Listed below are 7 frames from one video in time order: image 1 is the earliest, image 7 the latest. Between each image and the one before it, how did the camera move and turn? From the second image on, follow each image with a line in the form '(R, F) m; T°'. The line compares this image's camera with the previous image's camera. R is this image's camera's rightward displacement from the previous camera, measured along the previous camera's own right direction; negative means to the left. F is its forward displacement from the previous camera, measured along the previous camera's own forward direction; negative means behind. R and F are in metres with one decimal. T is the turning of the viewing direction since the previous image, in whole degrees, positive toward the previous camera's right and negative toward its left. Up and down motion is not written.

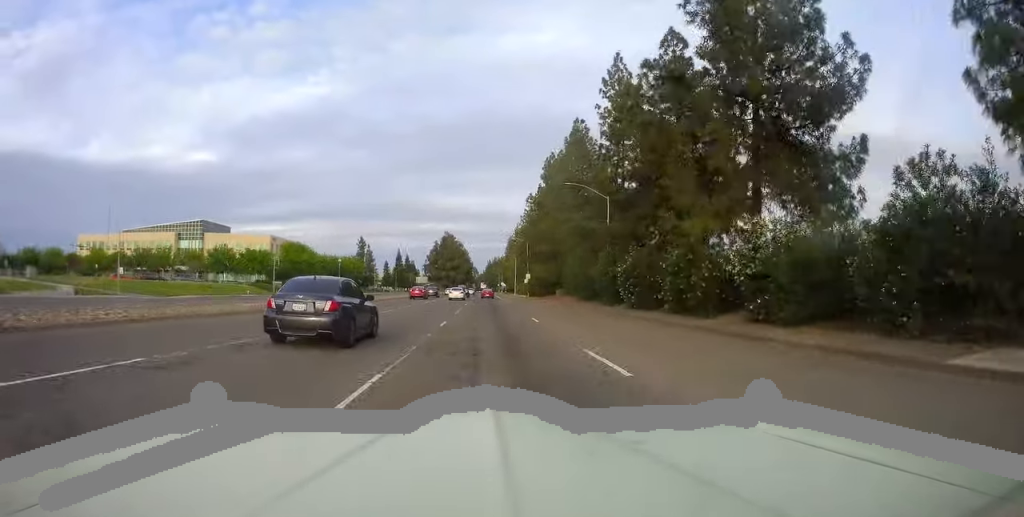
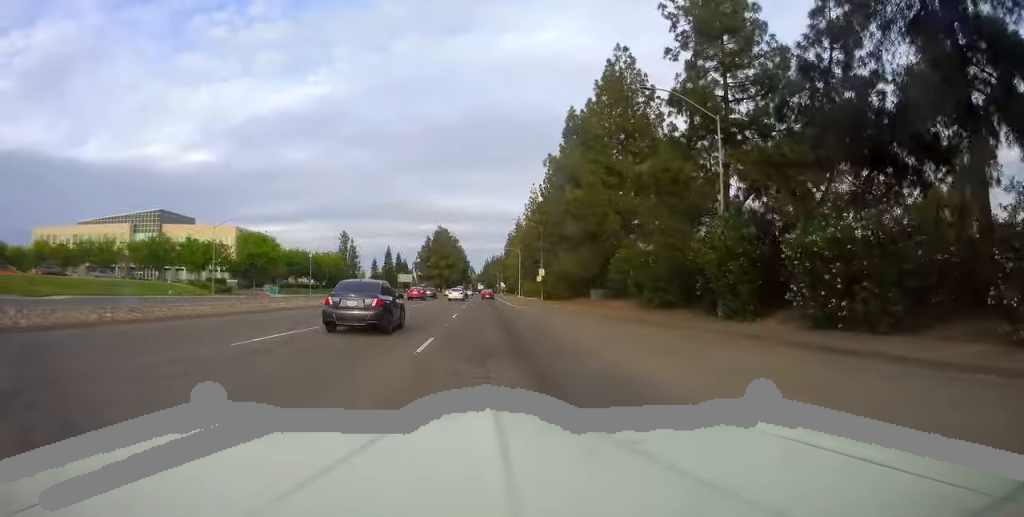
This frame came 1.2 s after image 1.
(-0.5, +22.9) m; -2°
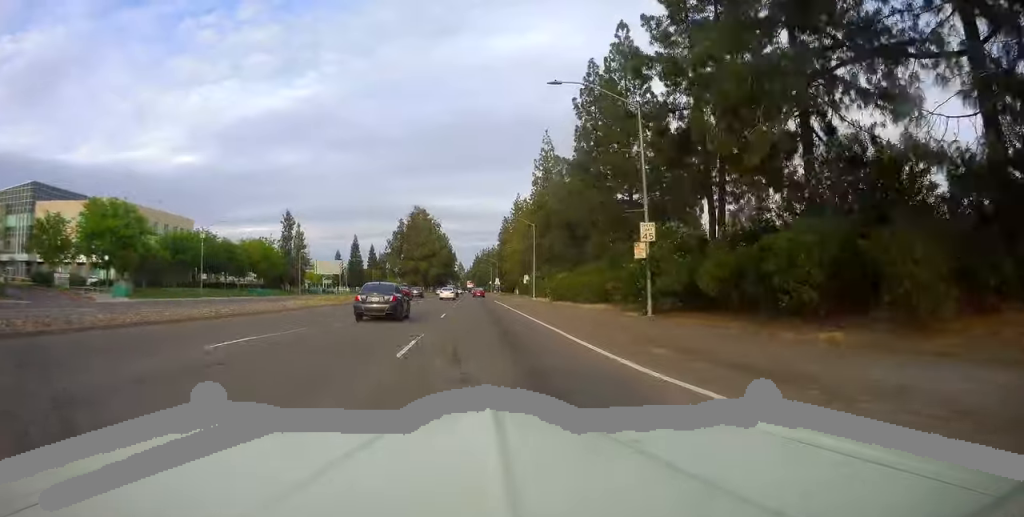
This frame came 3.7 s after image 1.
(+1.0, +45.9) m; +1°
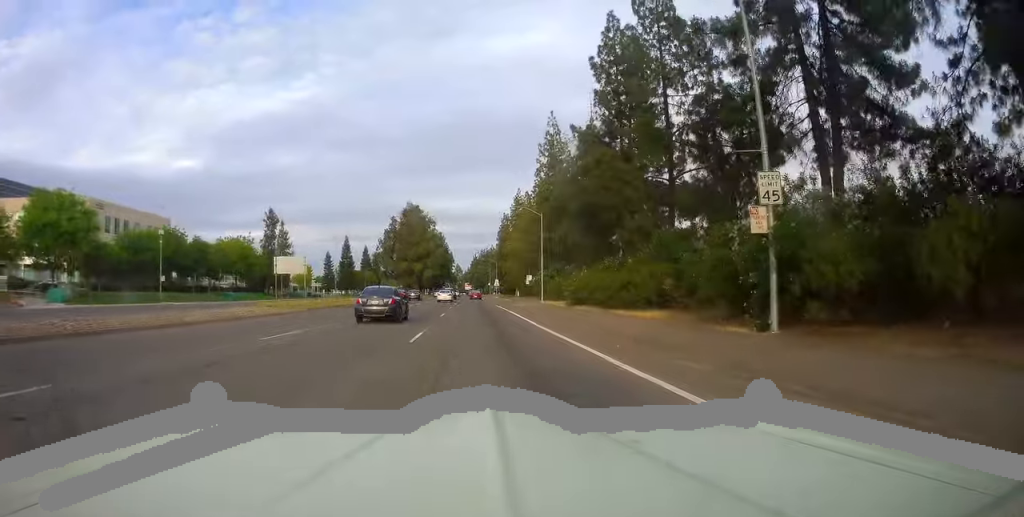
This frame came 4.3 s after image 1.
(-0.2, +10.5) m; 0°
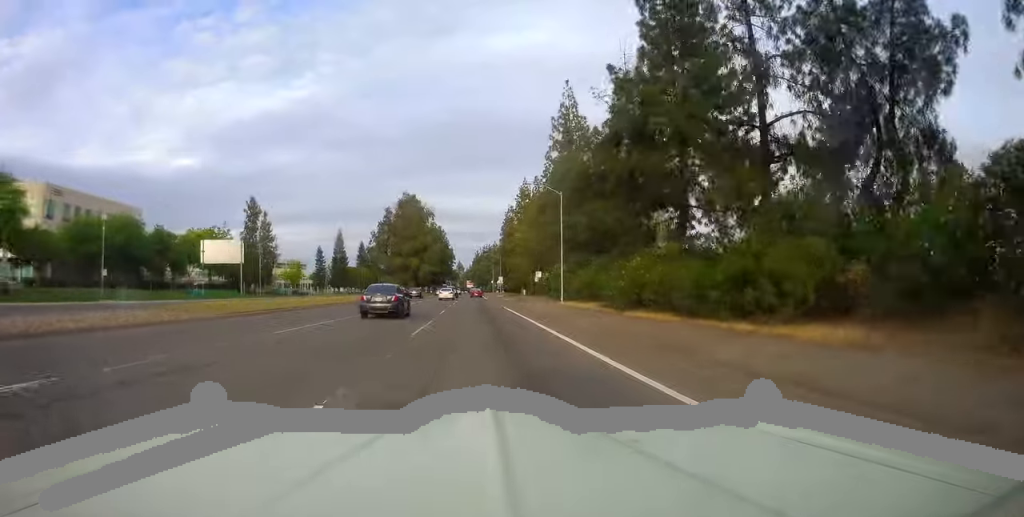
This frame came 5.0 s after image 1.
(+0.4, +12.4) m; +1°
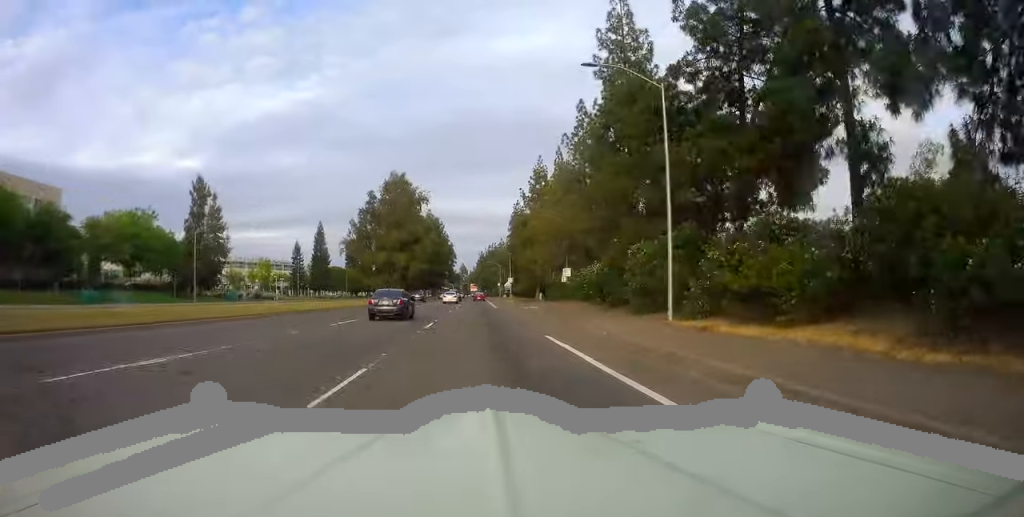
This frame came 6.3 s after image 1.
(+0.1, +25.2) m; -2°
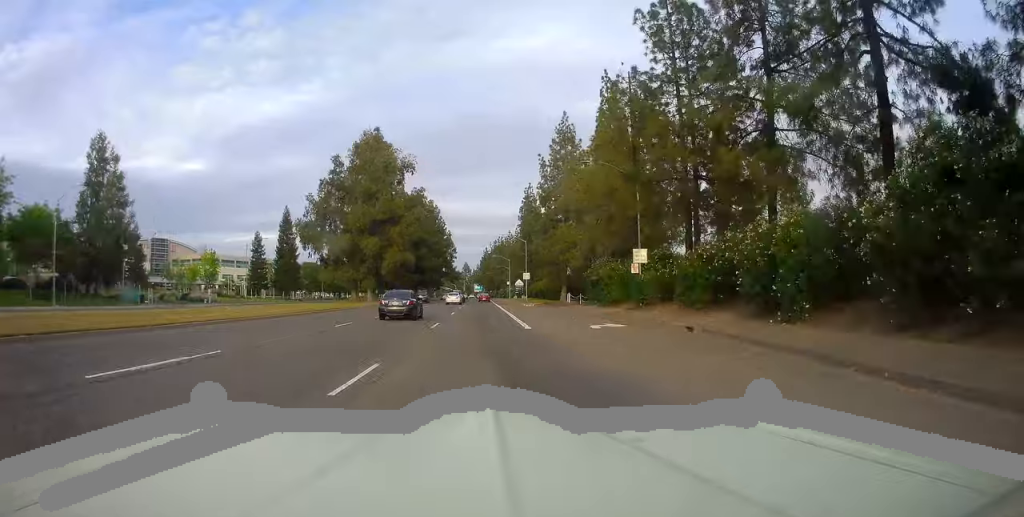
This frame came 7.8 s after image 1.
(-1.4, +28.3) m; -1°
